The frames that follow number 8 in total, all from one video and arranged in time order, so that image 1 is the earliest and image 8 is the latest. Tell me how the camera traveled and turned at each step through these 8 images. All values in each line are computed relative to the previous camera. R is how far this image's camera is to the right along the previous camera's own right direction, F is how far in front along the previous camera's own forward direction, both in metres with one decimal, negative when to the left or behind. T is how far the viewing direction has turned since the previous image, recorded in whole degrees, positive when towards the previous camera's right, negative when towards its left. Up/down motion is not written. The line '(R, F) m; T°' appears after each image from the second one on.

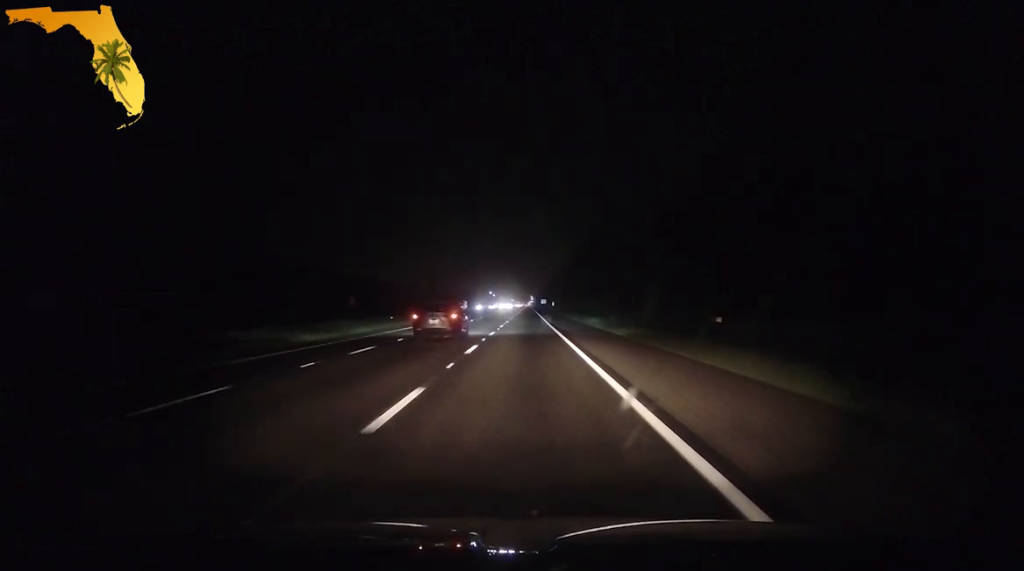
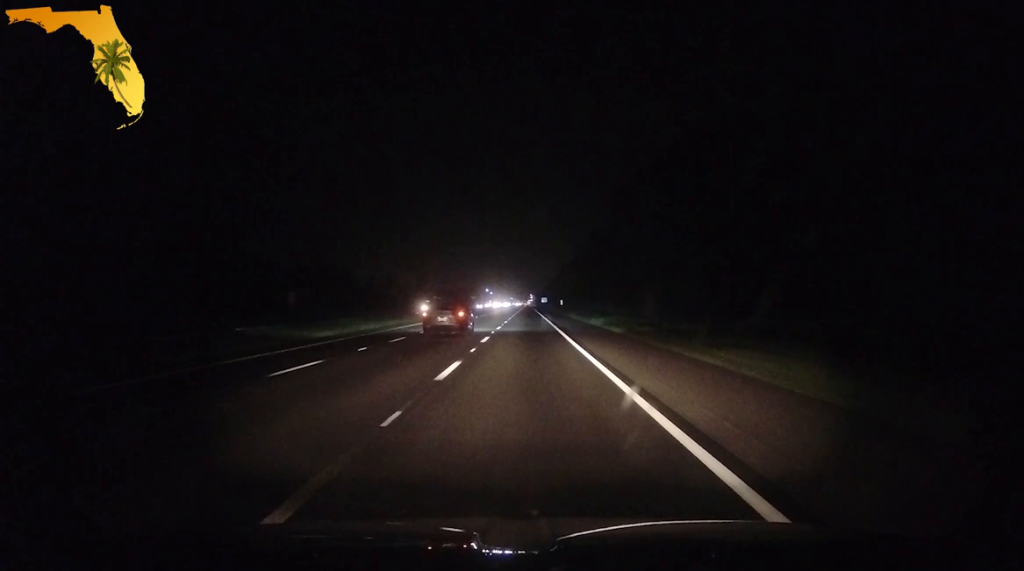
(+0.1, +43.1) m; -1°
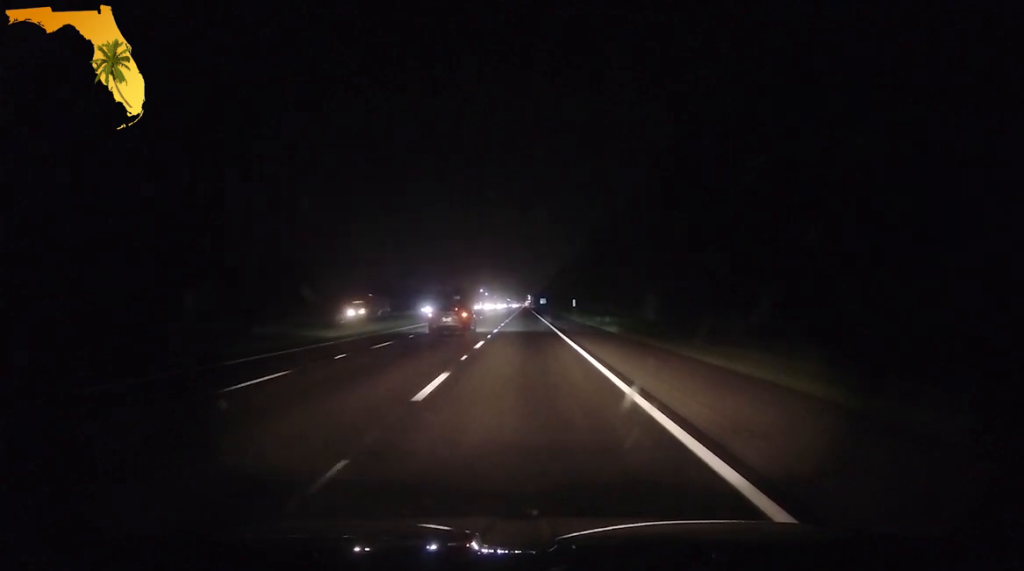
(-0.5, +38.6) m; -1°
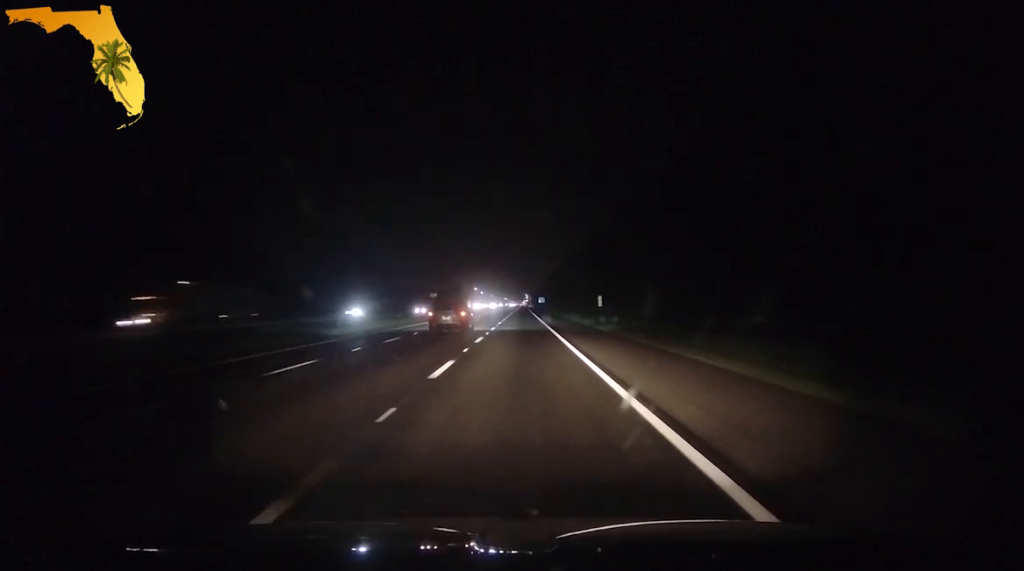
(+0.2, +33.3) m; +1°
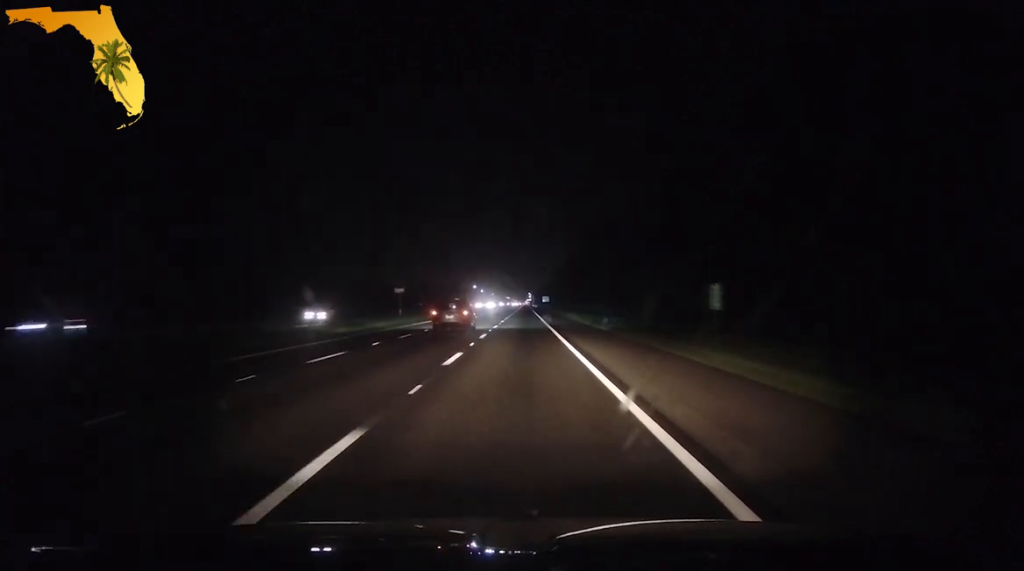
(+0.4, +33.6) m; +1°
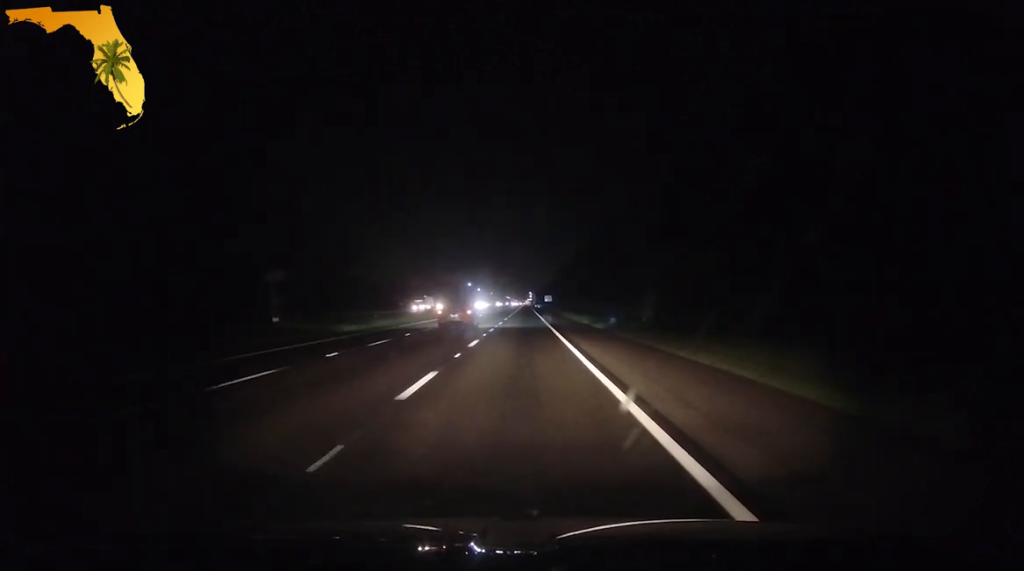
(-0.1, +42.1) m; -1°
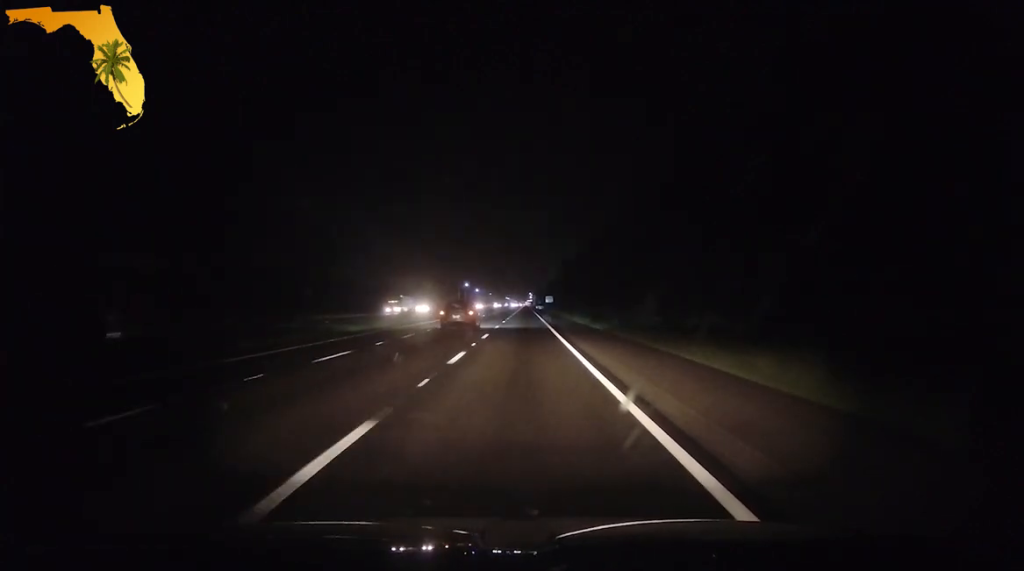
(-0.1, +17.9) m; 0°
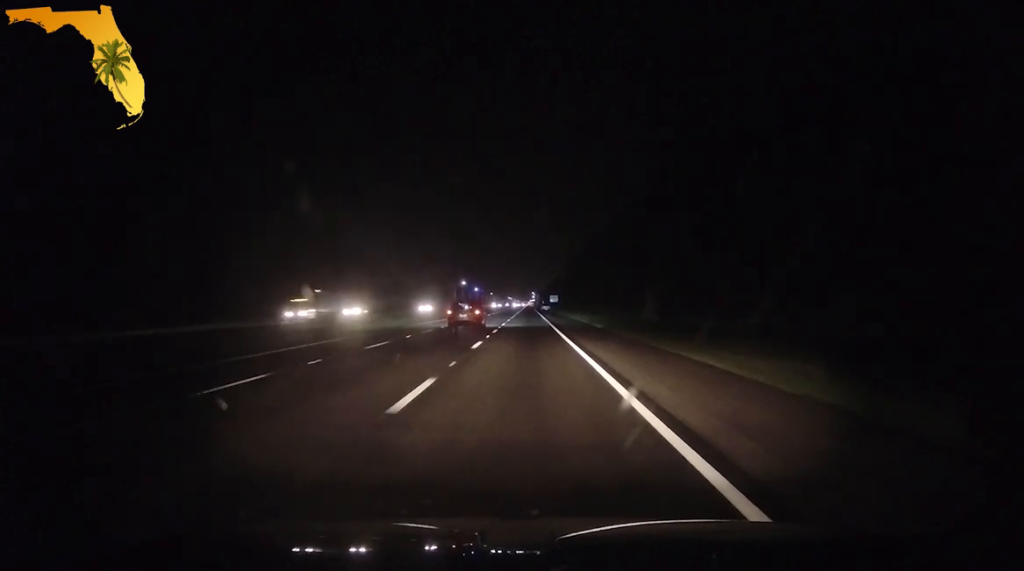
(-0.3, +31.4) m; -1°
